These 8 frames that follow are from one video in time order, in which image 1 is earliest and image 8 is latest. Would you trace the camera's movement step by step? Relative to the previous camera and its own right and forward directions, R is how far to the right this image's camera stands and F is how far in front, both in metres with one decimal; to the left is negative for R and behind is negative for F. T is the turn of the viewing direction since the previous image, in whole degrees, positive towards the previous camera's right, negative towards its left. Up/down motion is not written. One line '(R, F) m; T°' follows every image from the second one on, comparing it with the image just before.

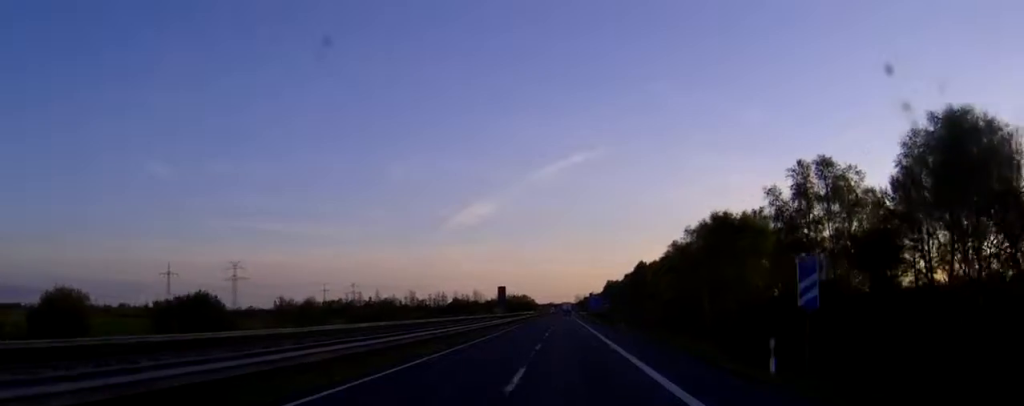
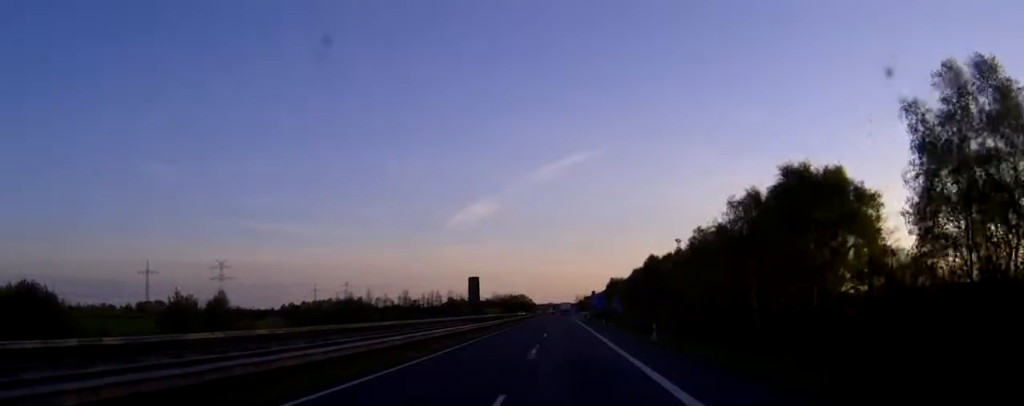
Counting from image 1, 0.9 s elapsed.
(0.0, +25.2) m; 0°
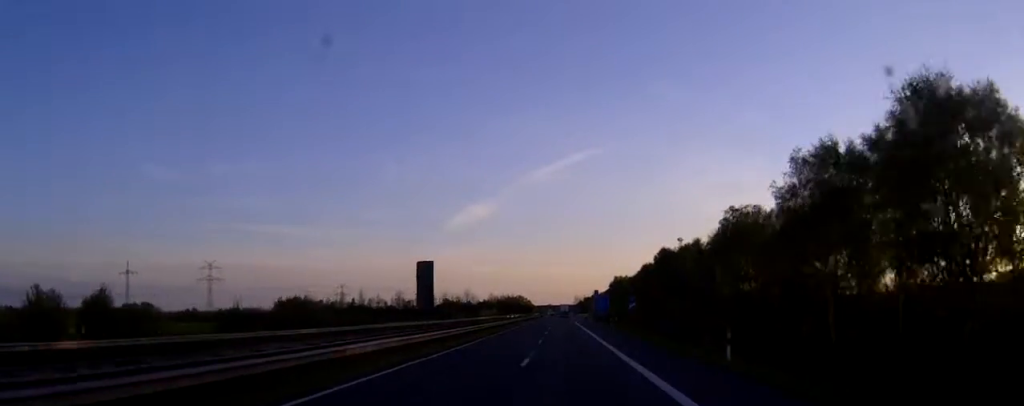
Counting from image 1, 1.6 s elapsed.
(0.0, +20.3) m; 0°
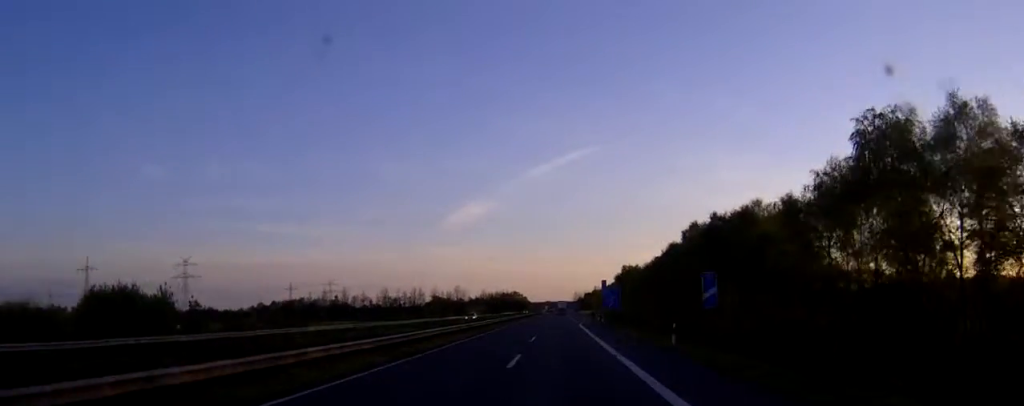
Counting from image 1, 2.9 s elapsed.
(+0.1, +38.8) m; 0°
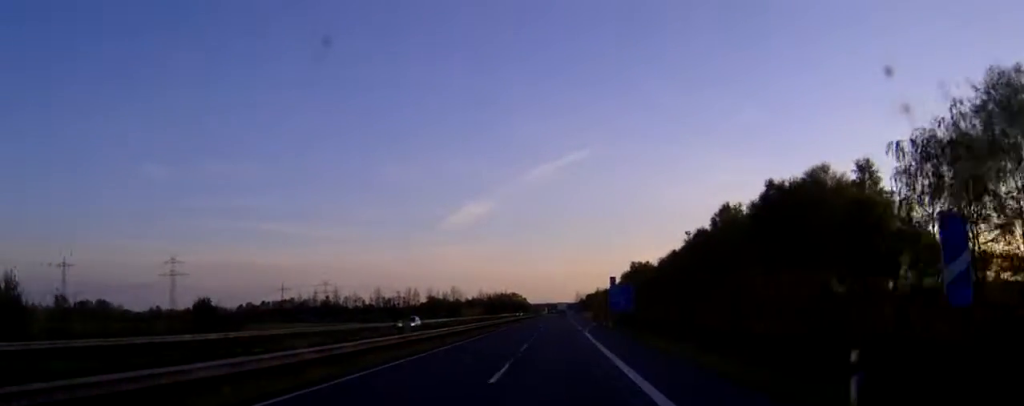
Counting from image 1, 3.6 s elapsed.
(0.0, +21.4) m; 0°
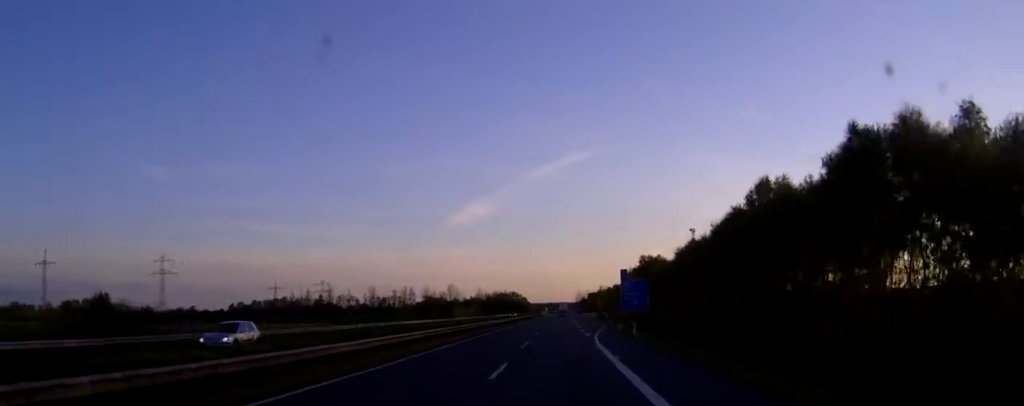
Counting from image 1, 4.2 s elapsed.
(-0.1, +17.5) m; 0°
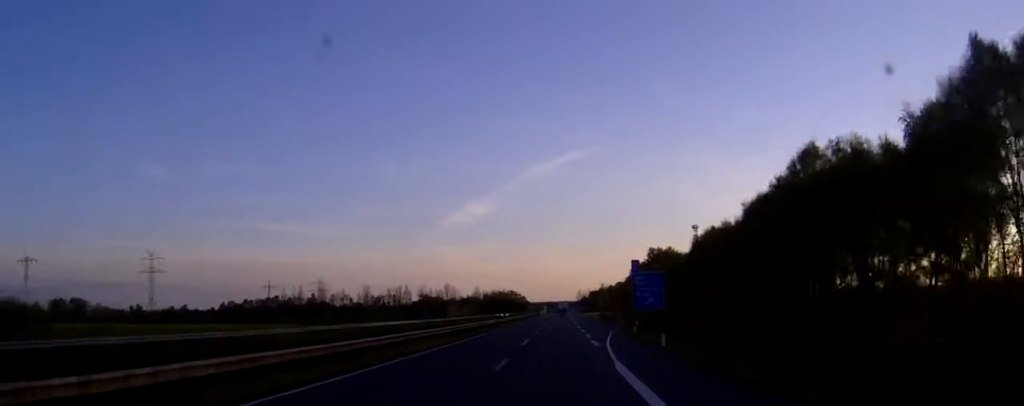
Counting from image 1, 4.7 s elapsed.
(0.0, +14.5) m; 0°
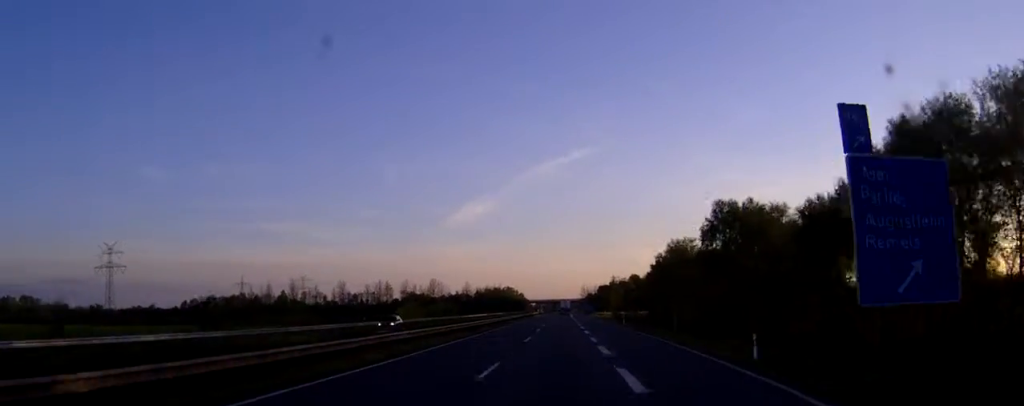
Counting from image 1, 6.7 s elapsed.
(+0.1, +57.4) m; 0°
